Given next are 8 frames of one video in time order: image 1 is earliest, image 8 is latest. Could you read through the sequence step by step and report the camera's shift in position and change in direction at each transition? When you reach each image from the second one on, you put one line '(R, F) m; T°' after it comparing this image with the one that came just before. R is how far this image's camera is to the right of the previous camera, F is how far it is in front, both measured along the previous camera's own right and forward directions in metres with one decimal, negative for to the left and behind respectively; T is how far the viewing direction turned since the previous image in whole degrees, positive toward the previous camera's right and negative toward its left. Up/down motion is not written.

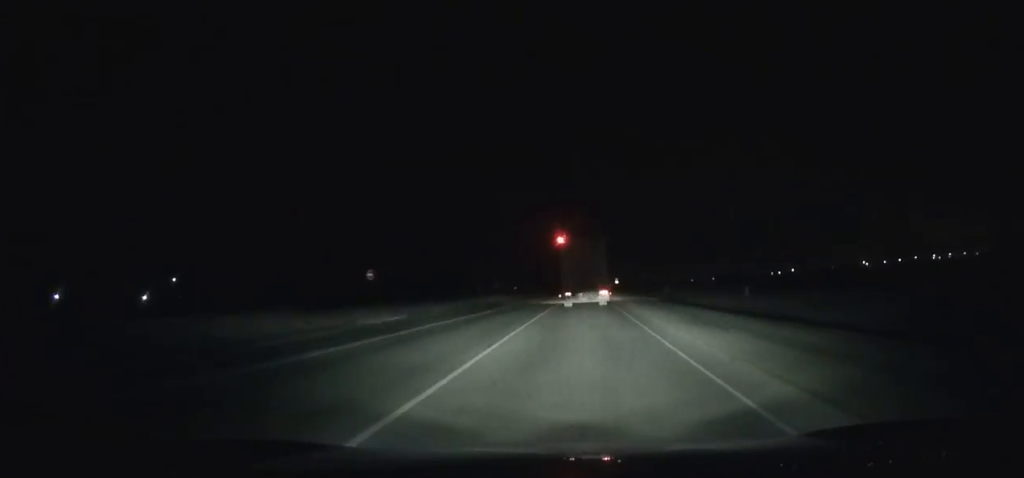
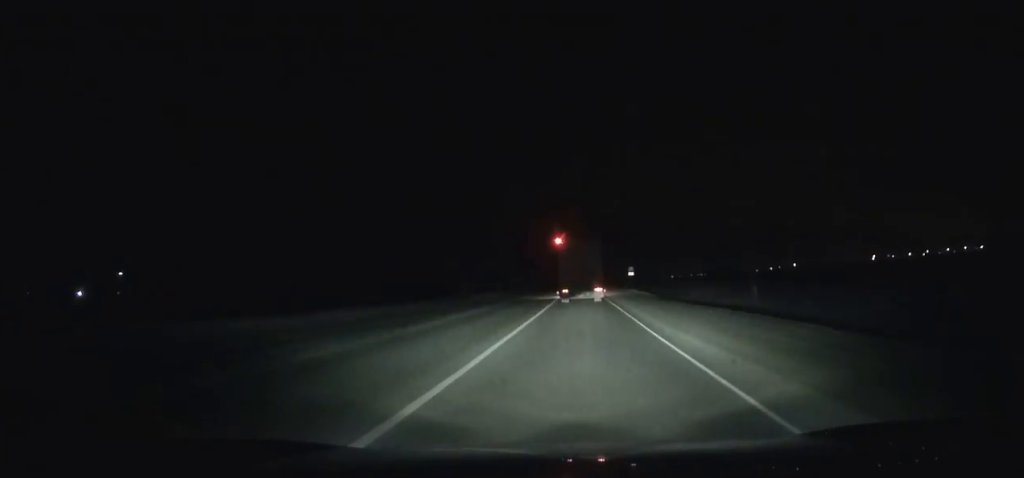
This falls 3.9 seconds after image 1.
(+1.3, +74.0) m; +1°
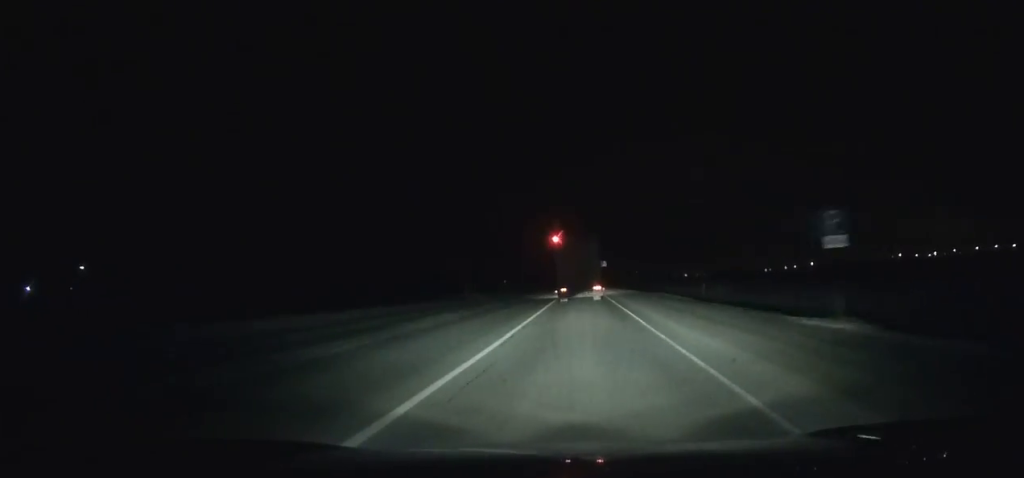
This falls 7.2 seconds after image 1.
(+0.1, +63.8) m; 0°
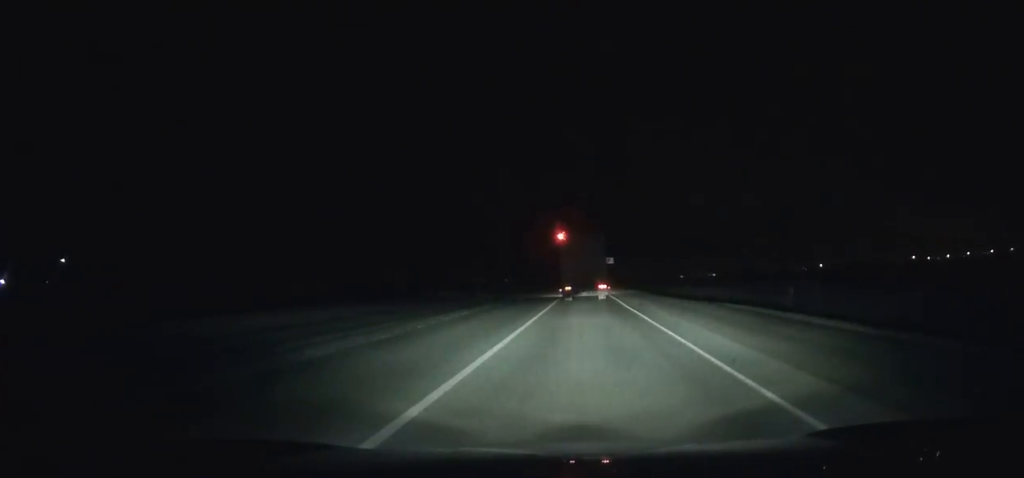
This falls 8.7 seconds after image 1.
(0.0, +29.1) m; 0°
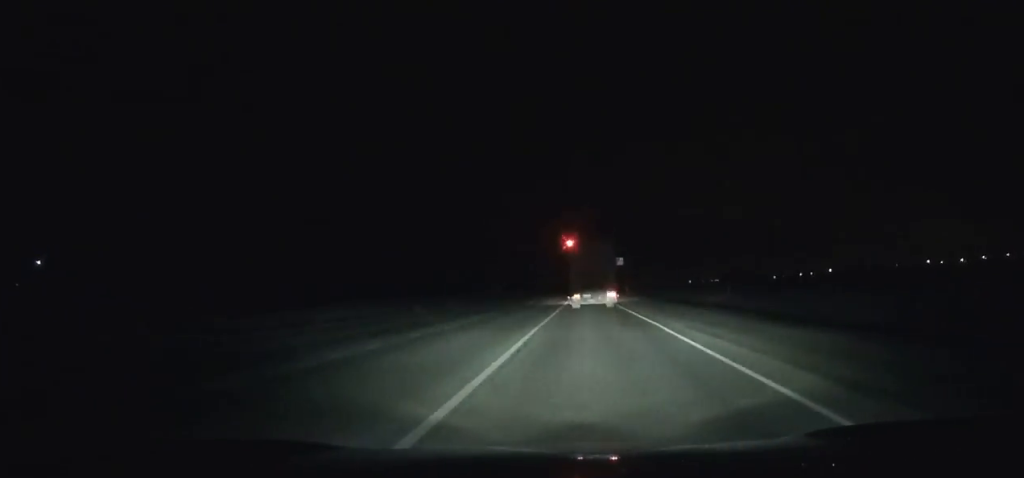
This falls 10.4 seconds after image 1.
(+0.1, +33.0) m; +1°
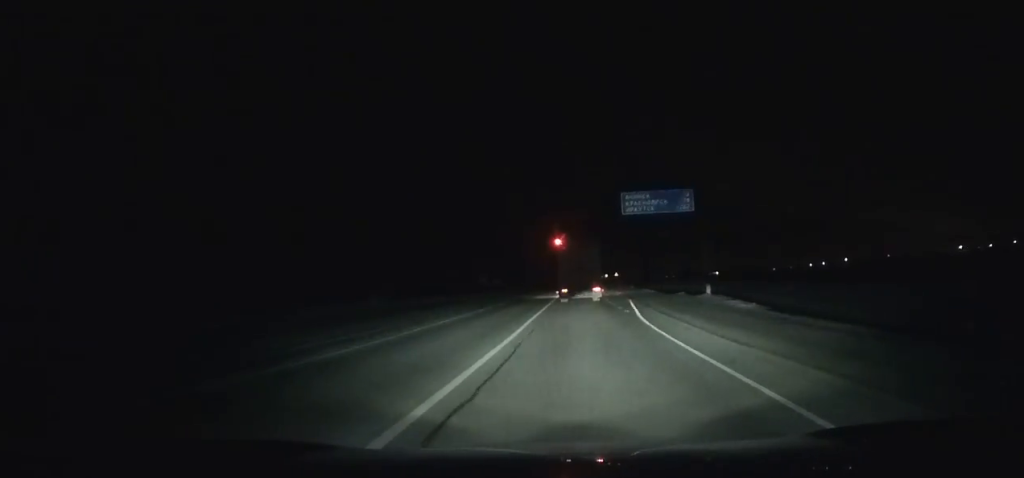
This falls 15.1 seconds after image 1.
(+0.7, +90.2) m; 0°
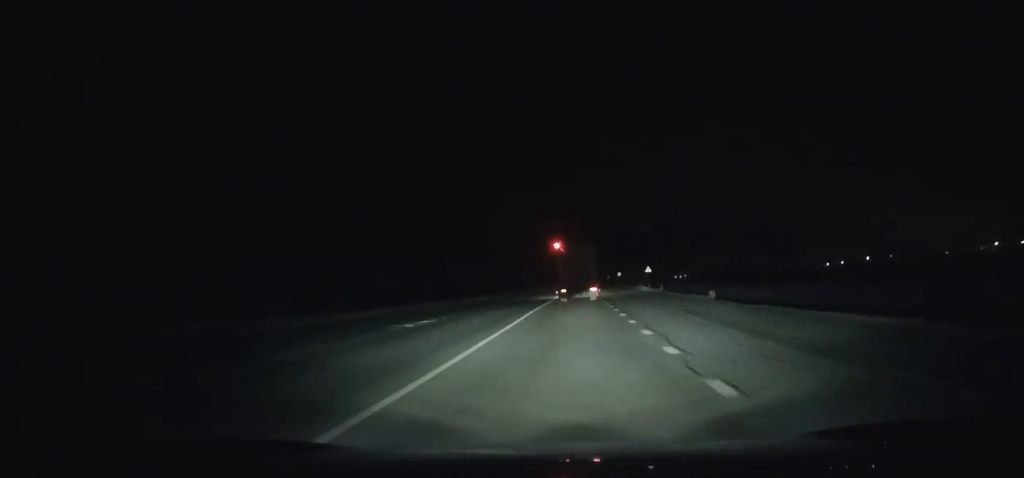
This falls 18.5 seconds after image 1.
(-0.4, +64.9) m; 0°
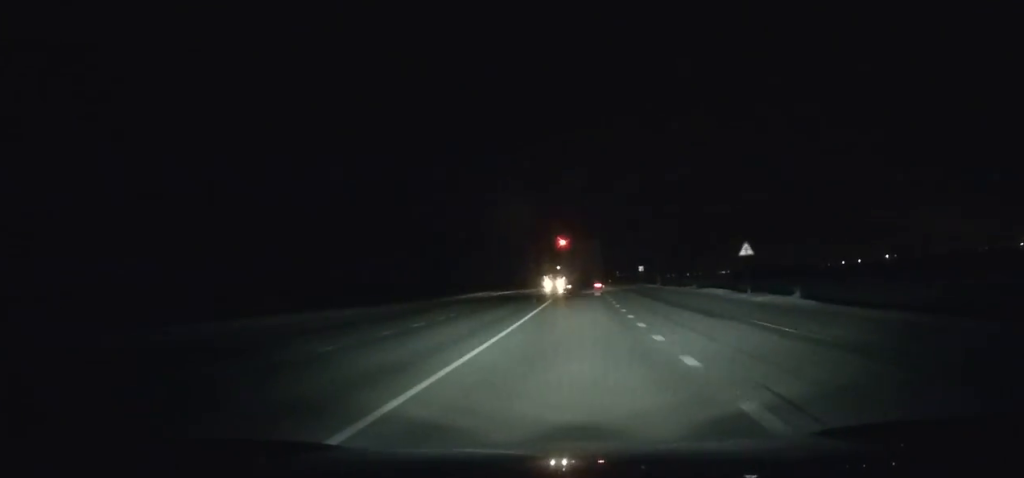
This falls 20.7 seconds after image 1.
(-0.1, +42.3) m; 0°
